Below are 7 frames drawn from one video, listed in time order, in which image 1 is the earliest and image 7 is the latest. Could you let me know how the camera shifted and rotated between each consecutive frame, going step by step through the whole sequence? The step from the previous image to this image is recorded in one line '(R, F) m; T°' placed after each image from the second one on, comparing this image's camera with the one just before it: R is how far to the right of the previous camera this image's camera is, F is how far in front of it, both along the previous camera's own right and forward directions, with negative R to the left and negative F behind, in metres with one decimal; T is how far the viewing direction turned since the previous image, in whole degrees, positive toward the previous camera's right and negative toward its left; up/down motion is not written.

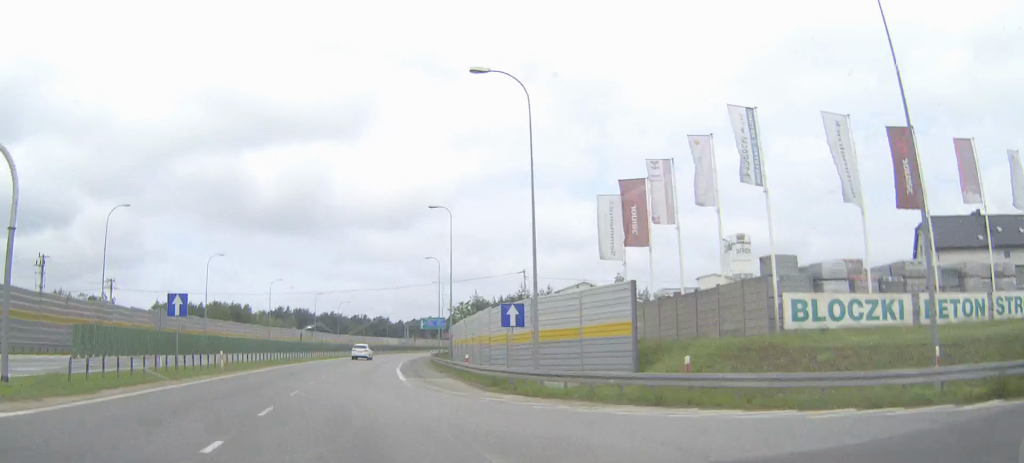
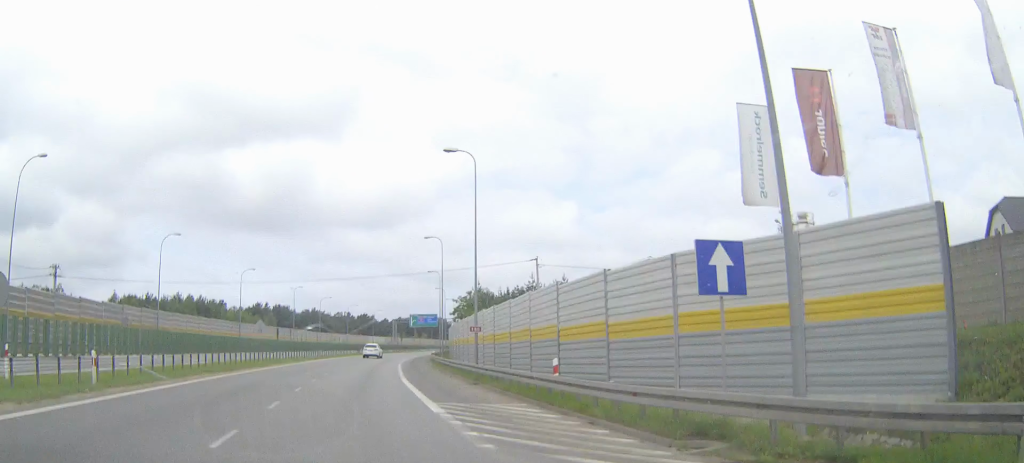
(+0.2, +16.6) m; +1°
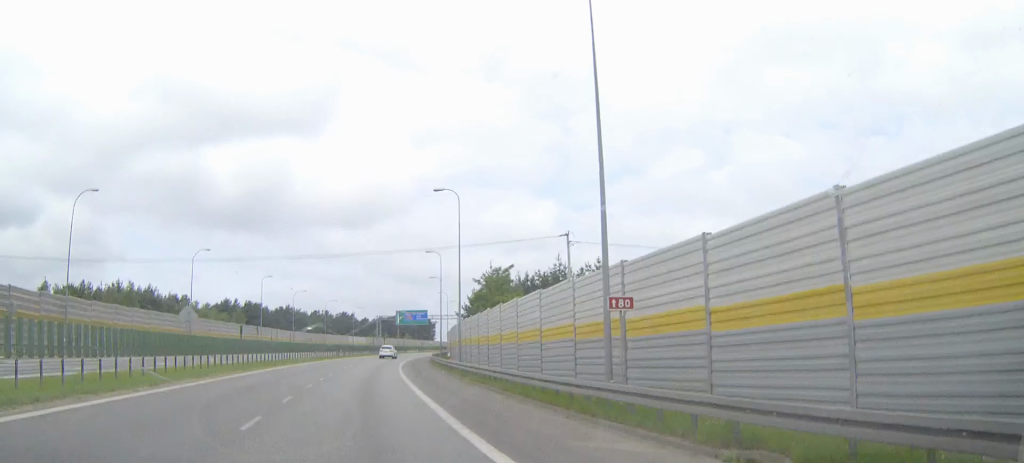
(+0.4, +21.8) m; +2°
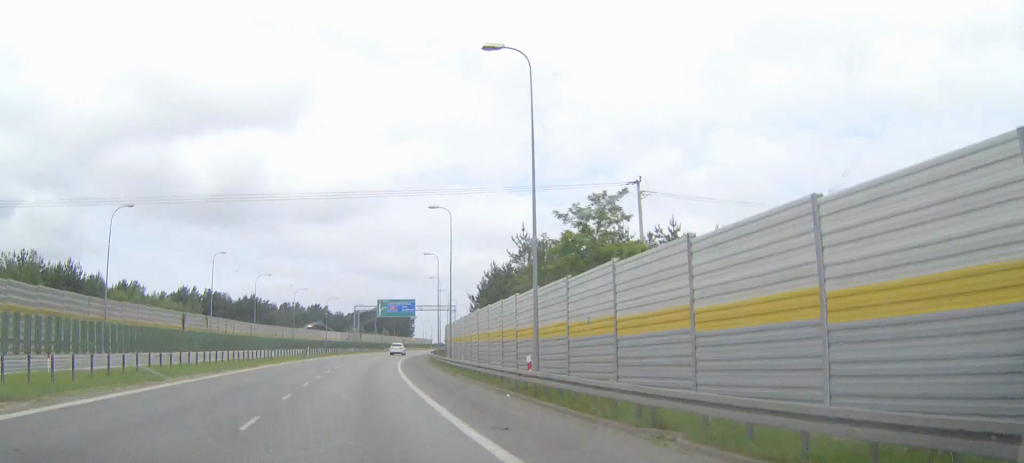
(+0.4, +23.8) m; +2°
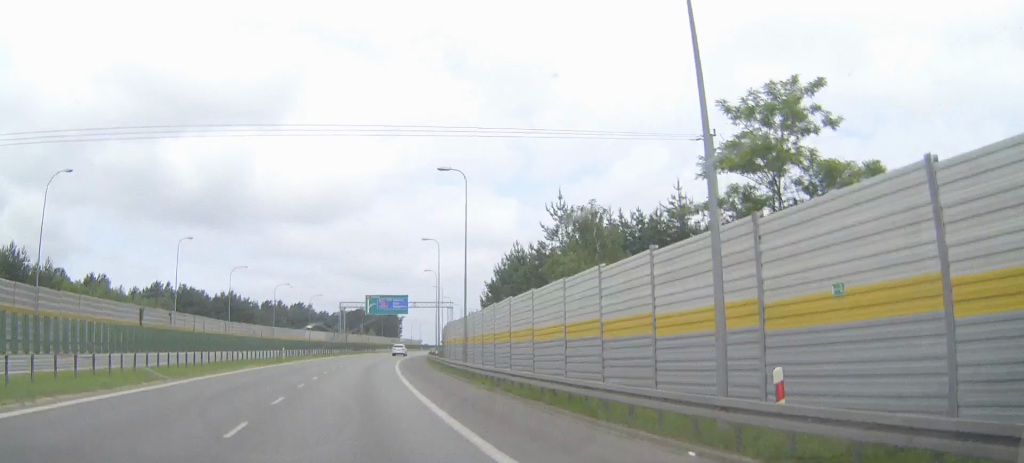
(+0.2, +13.3) m; +1°
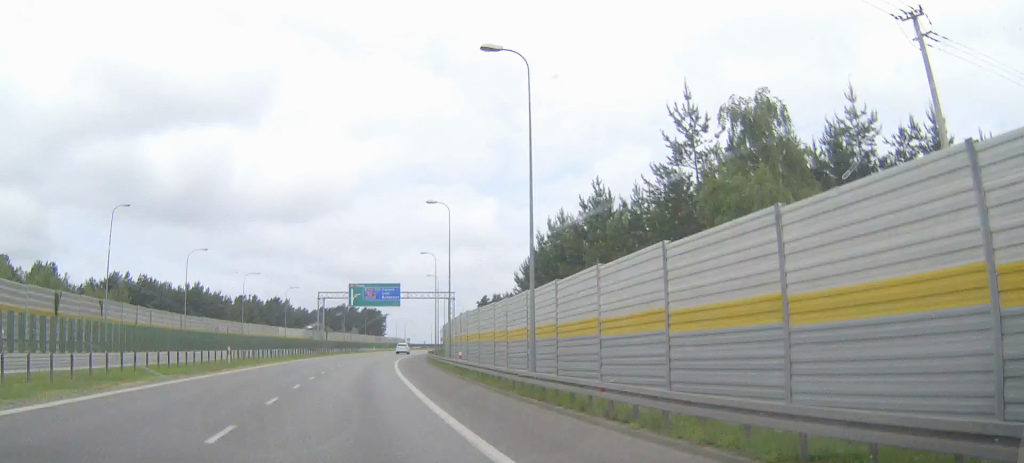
(+0.2, +18.7) m; +1°
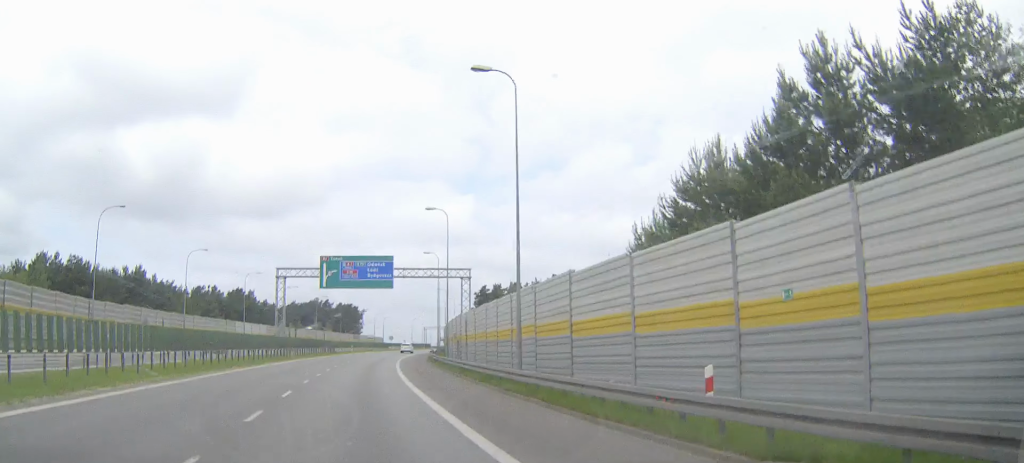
(+0.3, +26.7) m; +2°
